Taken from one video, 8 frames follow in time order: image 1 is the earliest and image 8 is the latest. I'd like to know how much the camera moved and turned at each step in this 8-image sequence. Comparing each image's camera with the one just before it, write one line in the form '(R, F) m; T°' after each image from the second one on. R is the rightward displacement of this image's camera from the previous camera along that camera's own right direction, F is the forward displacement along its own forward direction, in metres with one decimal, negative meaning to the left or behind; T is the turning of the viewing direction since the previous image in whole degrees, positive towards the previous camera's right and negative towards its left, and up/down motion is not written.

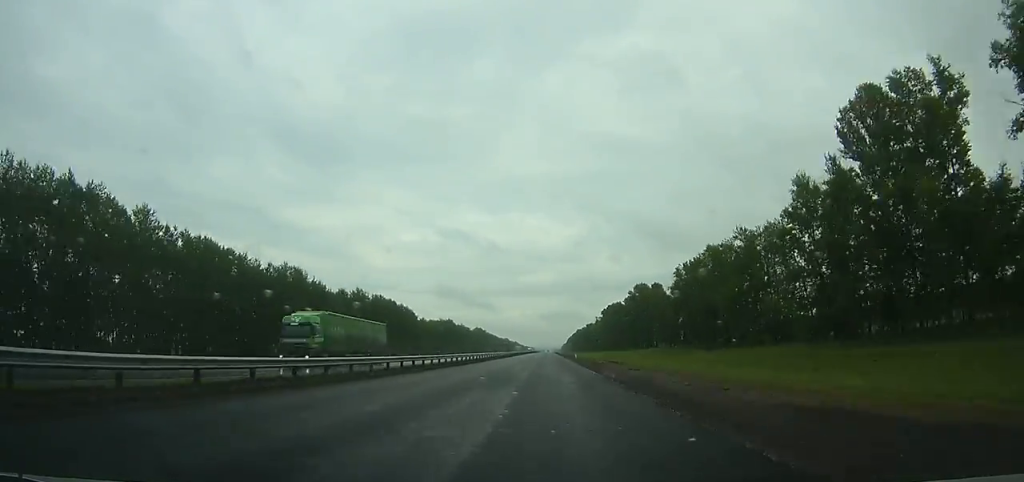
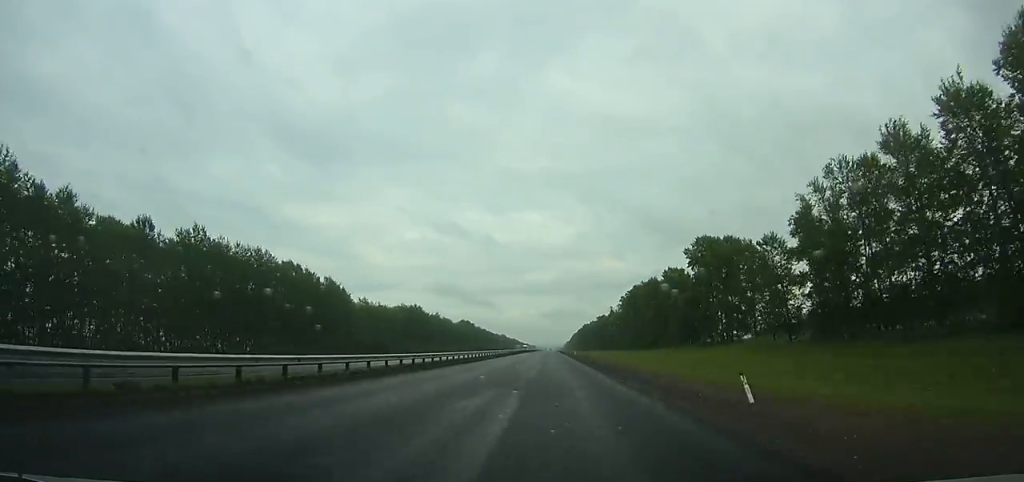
(-0.1, +81.8) m; 0°
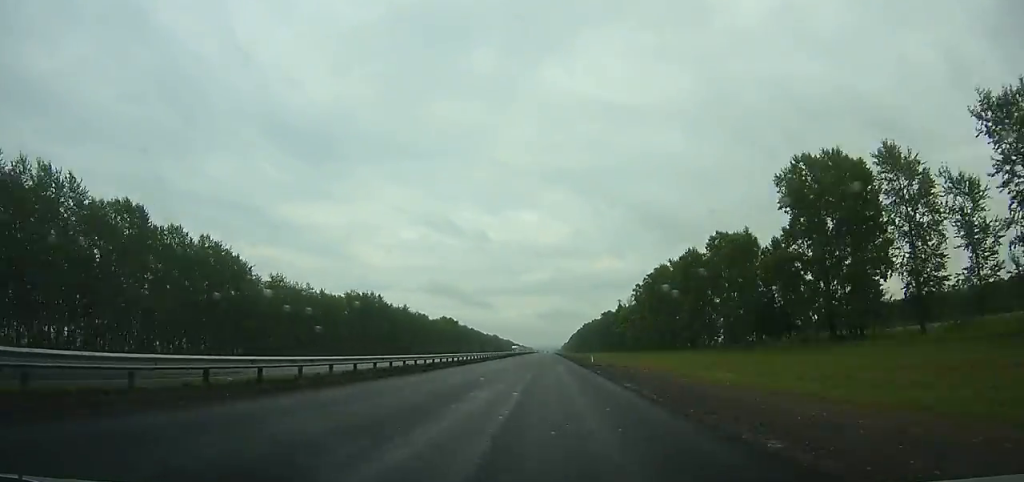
(-0.1, +51.3) m; 0°
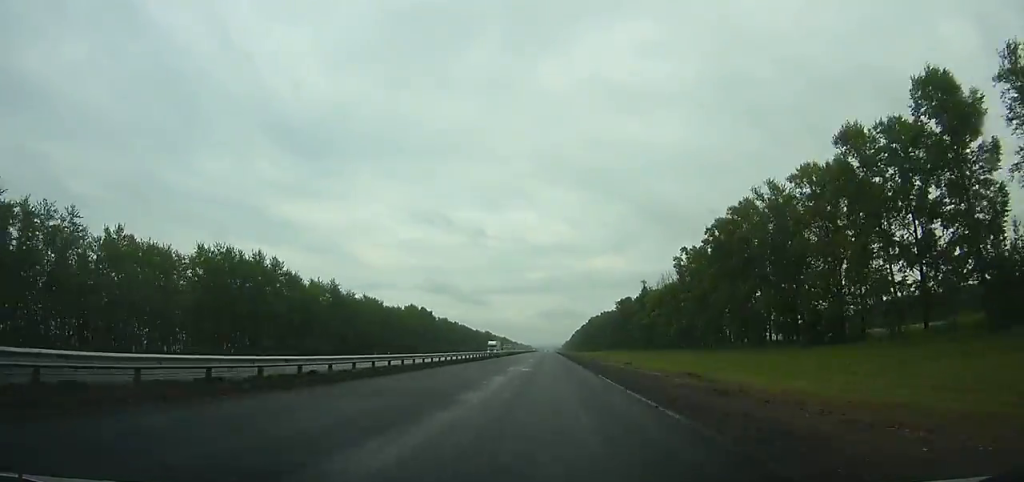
(0.0, +71.3) m; 0°
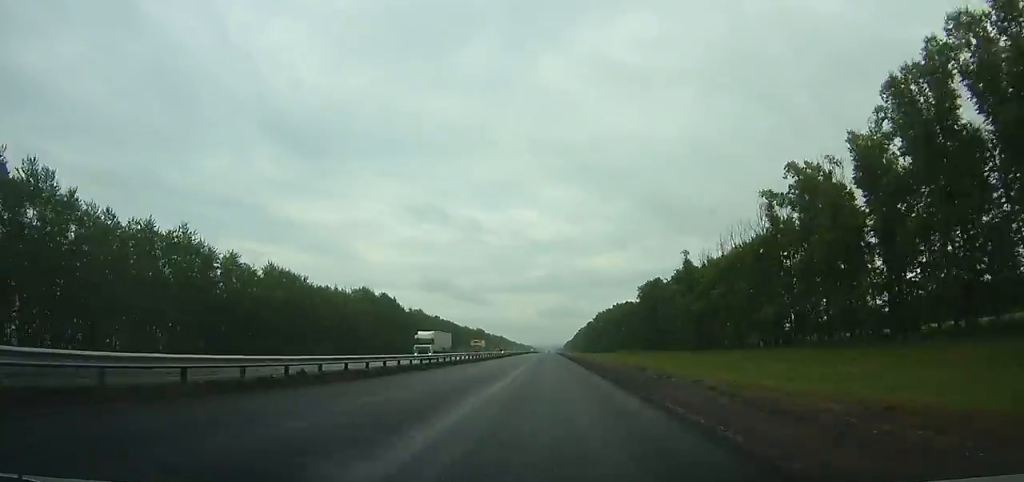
(0.0, +62.1) m; 0°
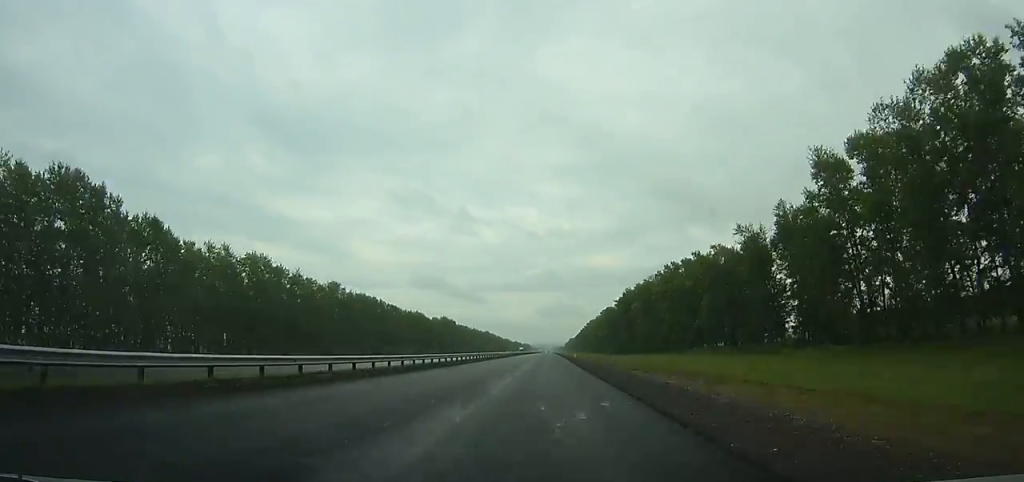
(0.0, +133.3) m; 0°
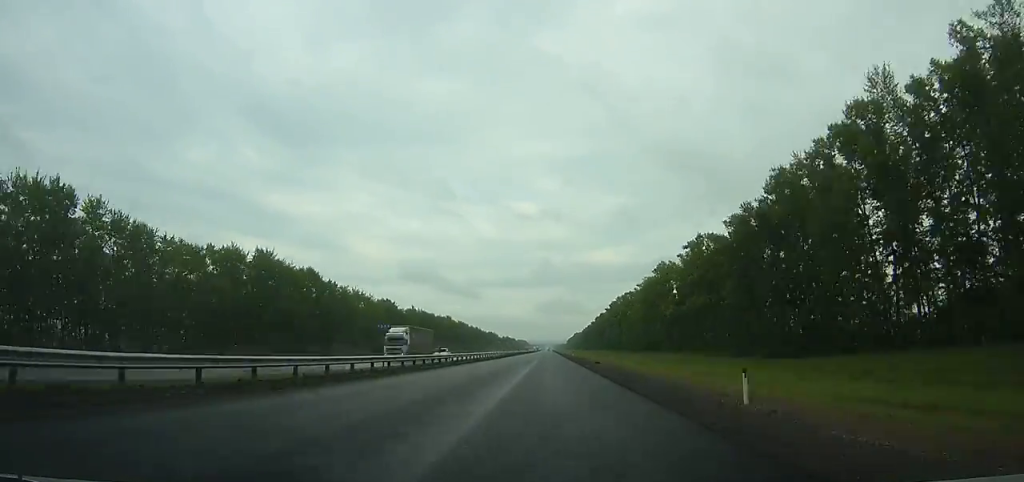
(+0.1, +179.8) m; 0°
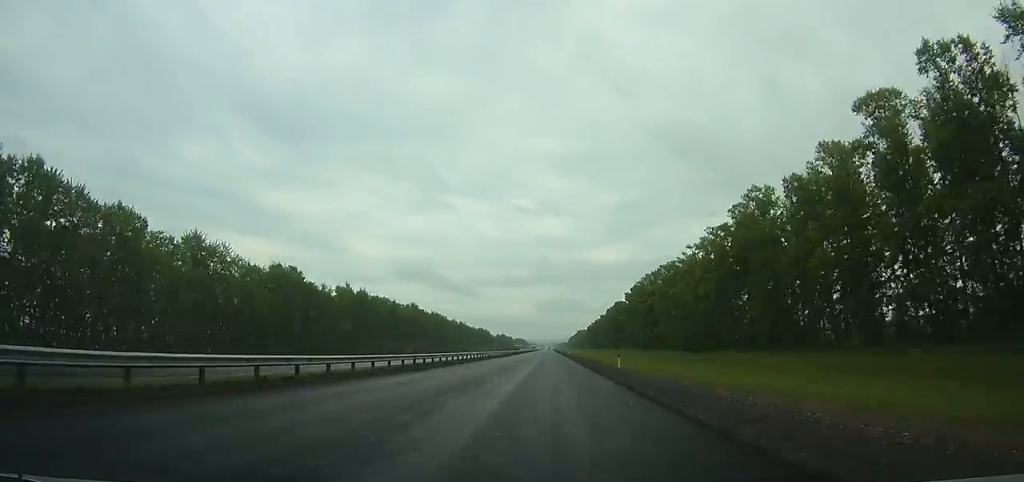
(-0.1, +75.8) m; 0°
